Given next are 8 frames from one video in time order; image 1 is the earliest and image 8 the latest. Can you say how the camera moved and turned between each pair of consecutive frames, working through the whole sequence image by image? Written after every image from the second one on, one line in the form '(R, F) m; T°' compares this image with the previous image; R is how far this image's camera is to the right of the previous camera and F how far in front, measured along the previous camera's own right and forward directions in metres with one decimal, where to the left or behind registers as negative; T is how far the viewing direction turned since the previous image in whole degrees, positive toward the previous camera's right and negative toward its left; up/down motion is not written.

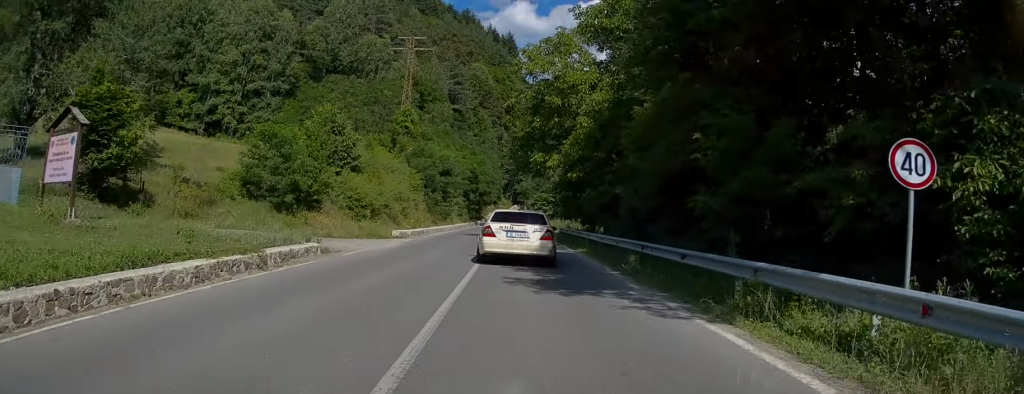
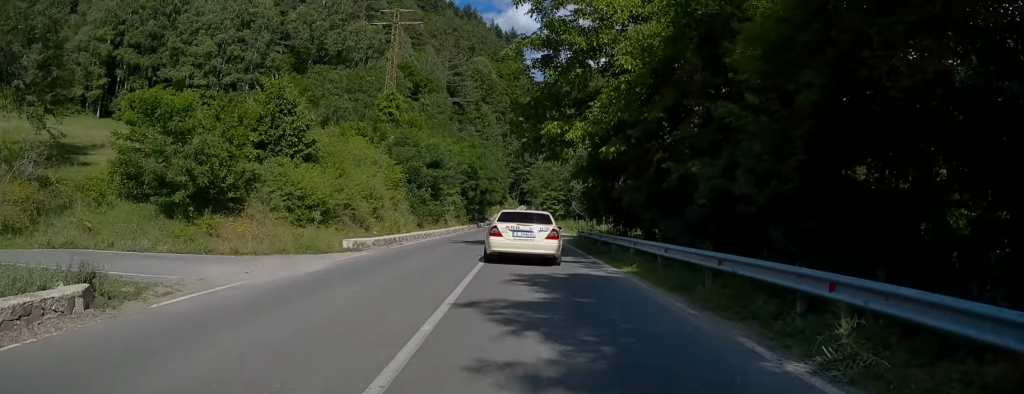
(-0.4, +10.5) m; -2°
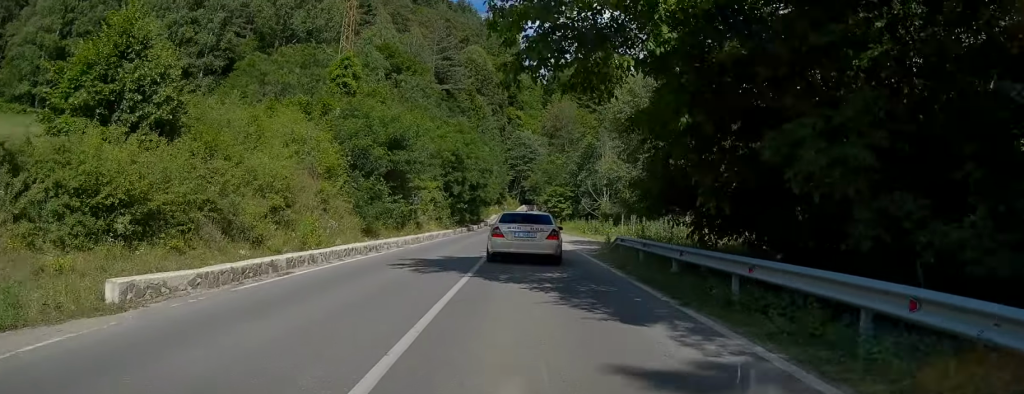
(-0.2, +14.0) m; -1°
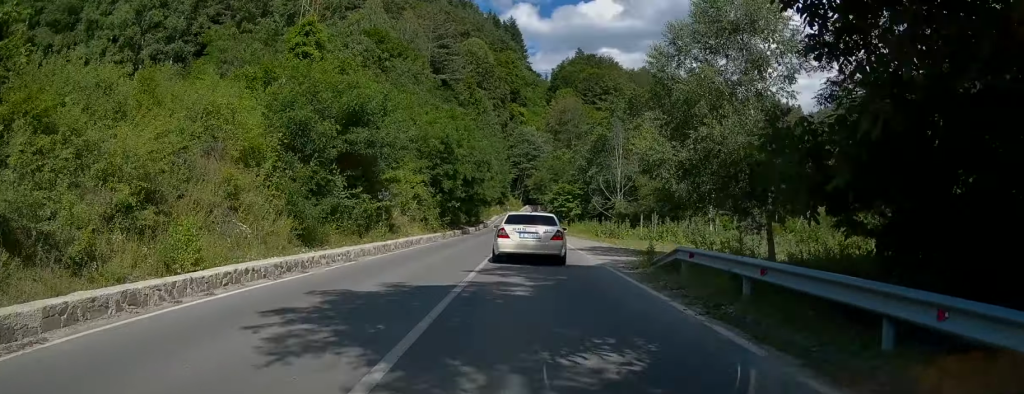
(0.0, +8.5) m; 0°
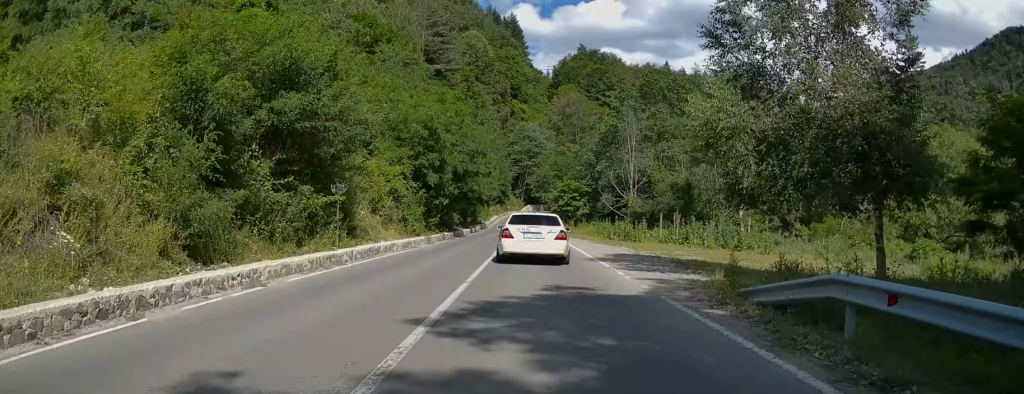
(-0.1, +7.2) m; +1°
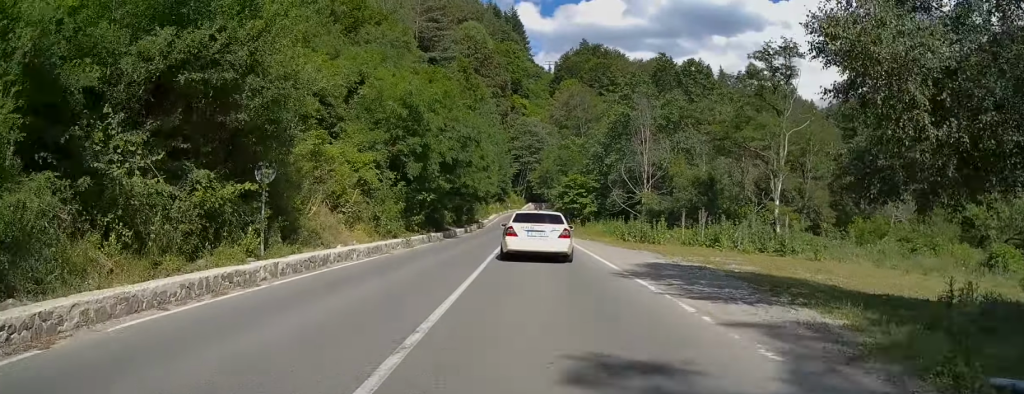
(0.0, +6.2) m; 0°
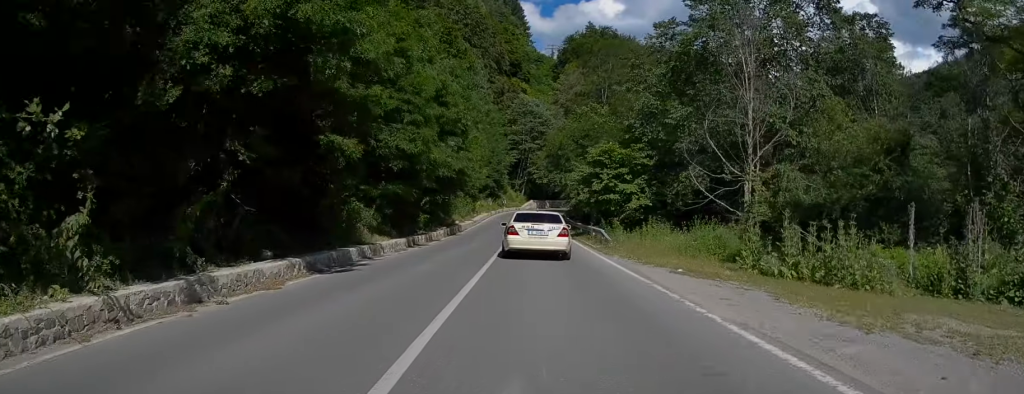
(0.0, +24.6) m; 0°
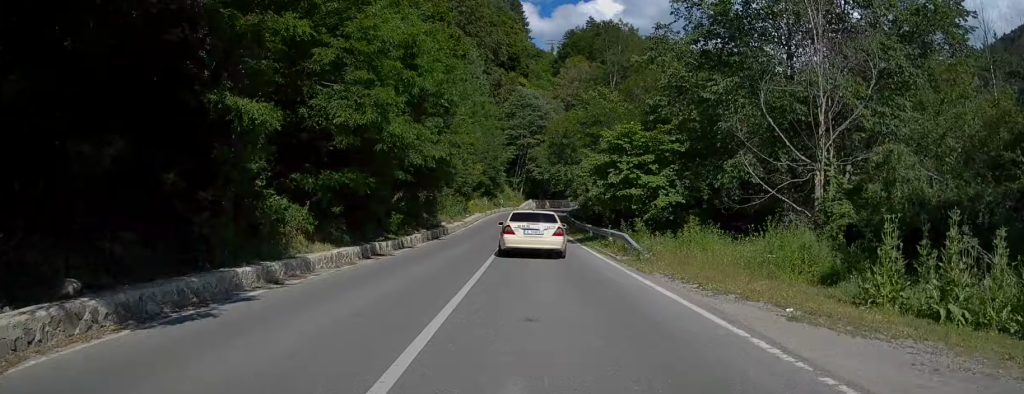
(+0.1, +7.2) m; +1°
